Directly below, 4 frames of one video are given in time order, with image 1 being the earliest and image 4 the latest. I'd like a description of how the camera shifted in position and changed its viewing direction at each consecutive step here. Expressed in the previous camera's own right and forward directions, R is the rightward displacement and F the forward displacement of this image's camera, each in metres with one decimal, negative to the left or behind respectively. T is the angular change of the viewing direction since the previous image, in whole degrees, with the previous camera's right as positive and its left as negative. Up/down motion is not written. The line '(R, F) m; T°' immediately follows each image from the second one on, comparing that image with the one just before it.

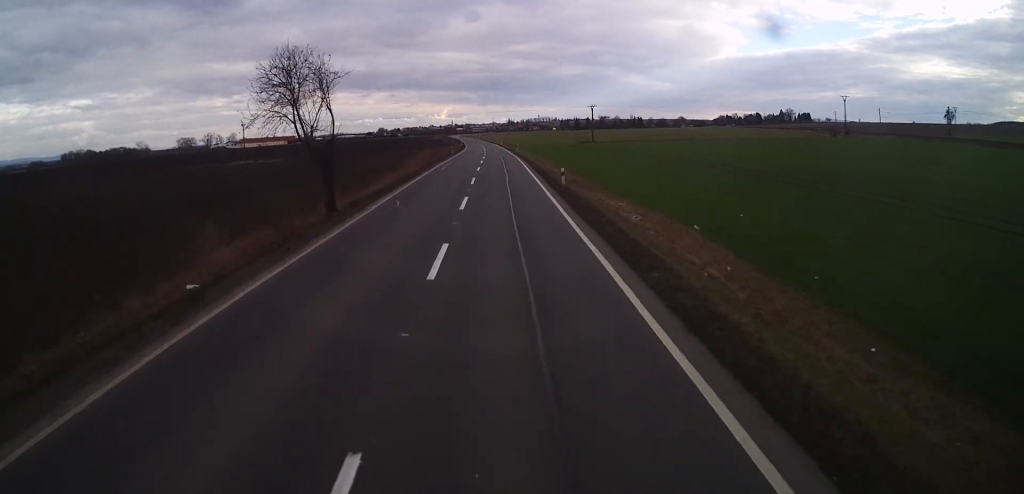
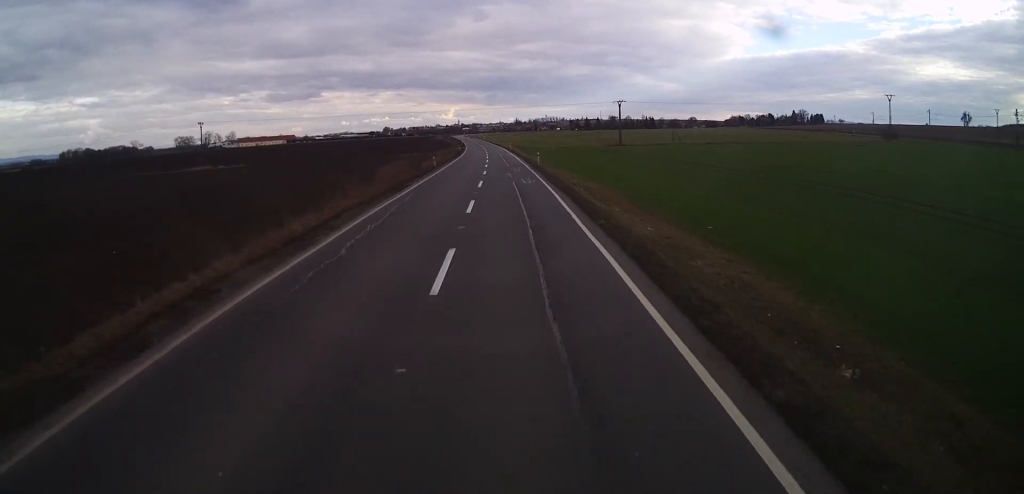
(+0.1, +28.1) m; +1°
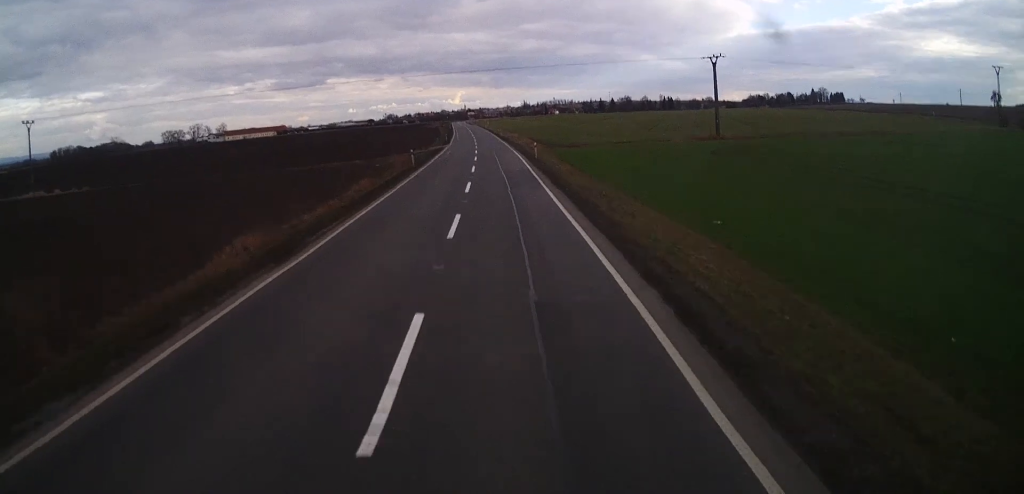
(-0.3, +58.2) m; -1°
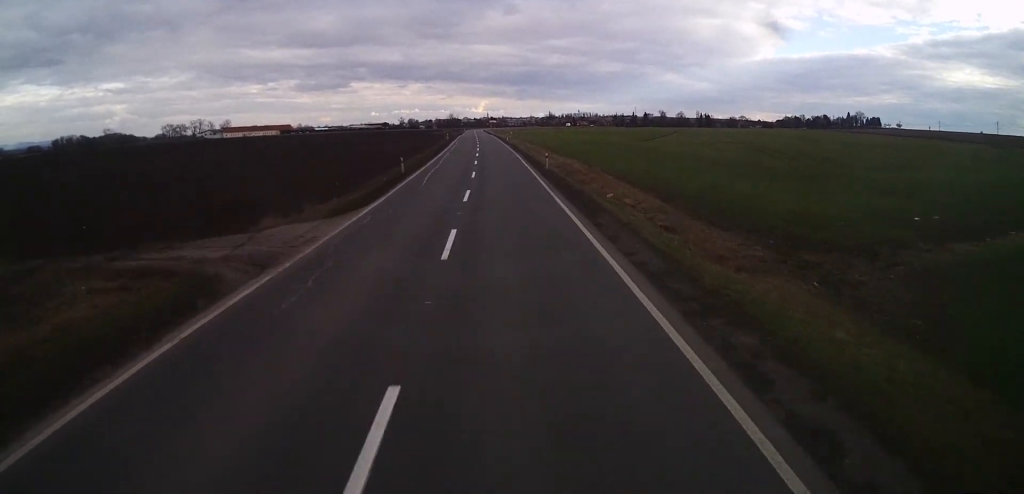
(-0.2, +56.4) m; -2°
